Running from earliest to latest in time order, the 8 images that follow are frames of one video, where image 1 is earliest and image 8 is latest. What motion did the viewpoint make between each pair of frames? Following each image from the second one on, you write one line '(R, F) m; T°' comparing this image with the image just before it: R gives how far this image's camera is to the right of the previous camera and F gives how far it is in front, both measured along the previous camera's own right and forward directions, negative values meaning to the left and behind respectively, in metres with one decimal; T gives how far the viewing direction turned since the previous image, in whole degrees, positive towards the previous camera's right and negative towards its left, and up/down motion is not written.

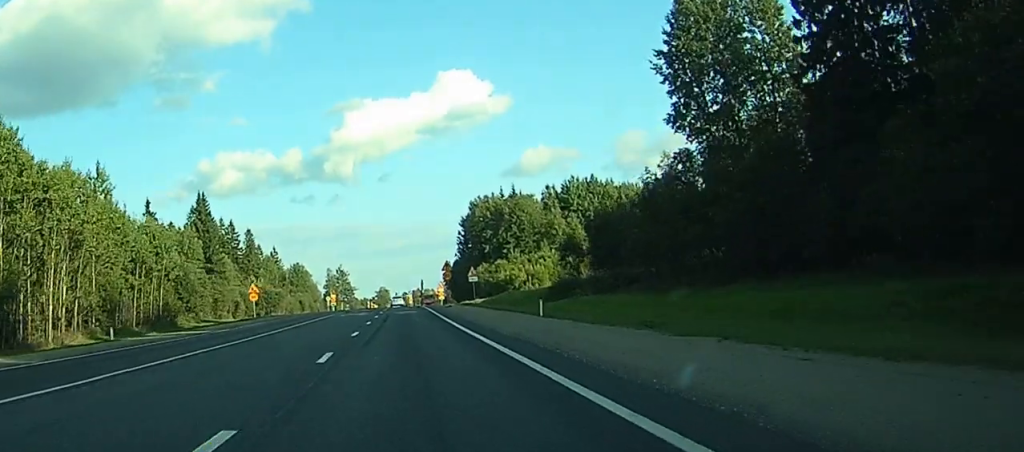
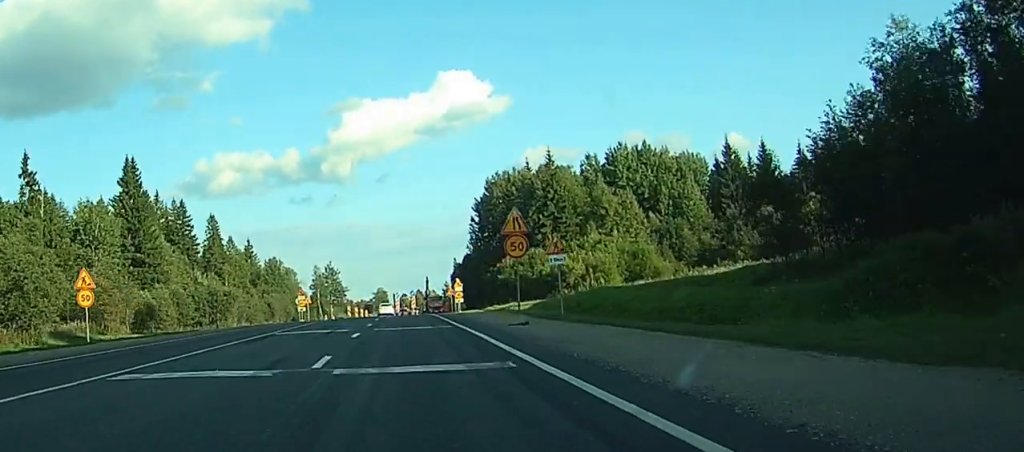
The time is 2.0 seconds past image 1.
(+0.1, +50.6) m; 0°
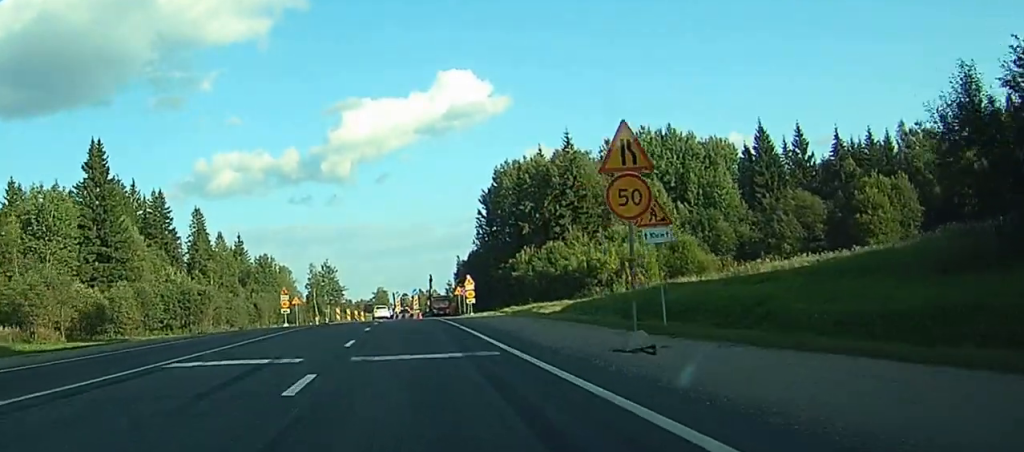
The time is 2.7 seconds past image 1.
(0.0, +17.8) m; 0°
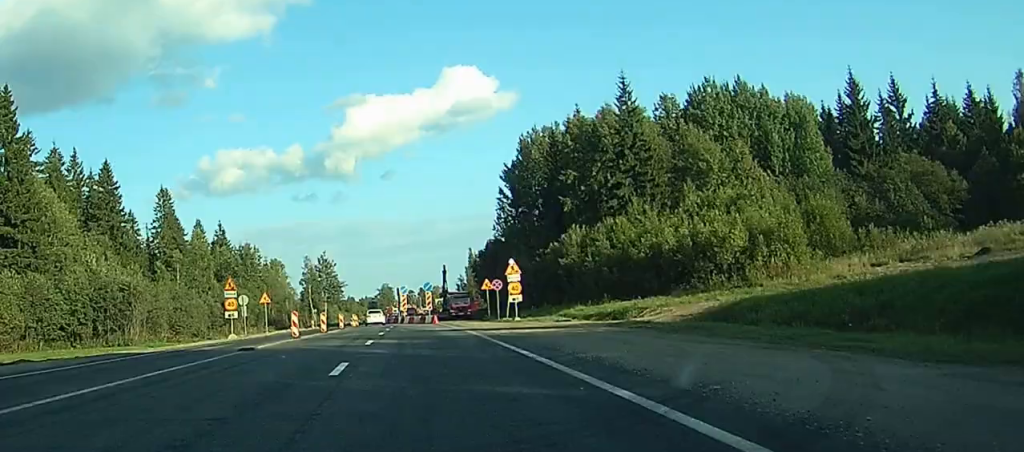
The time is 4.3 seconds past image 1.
(-0.2, +35.2) m; -1°
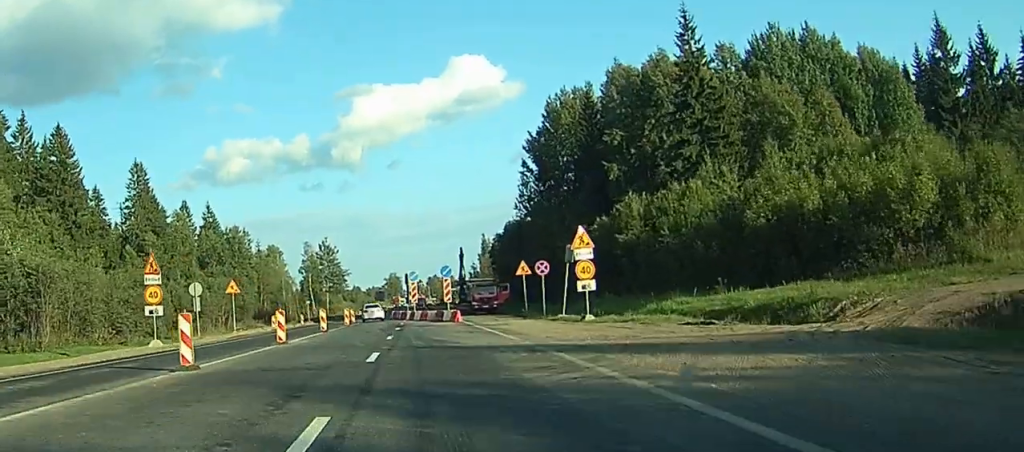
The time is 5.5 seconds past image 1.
(0.0, +22.7) m; 0°
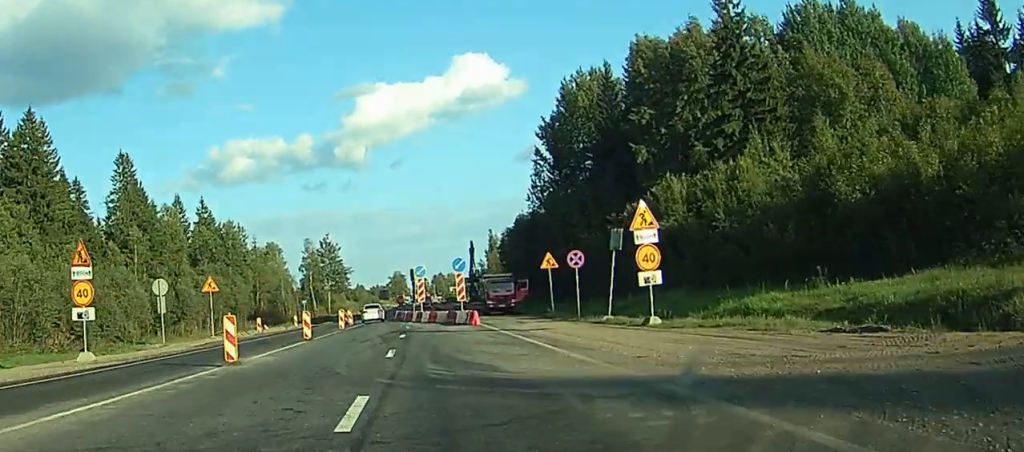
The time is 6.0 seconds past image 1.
(-0.1, +9.9) m; 0°
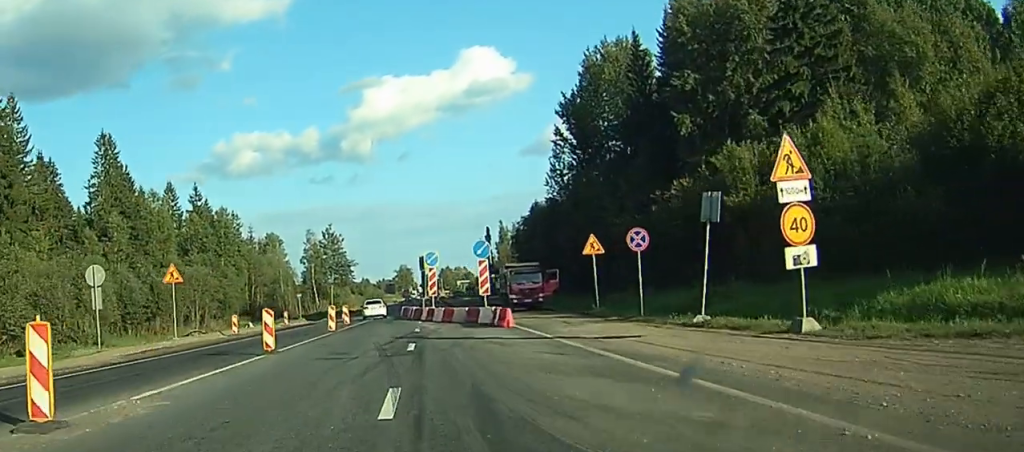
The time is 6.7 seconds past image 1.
(-0.1, +11.7) m; +1°
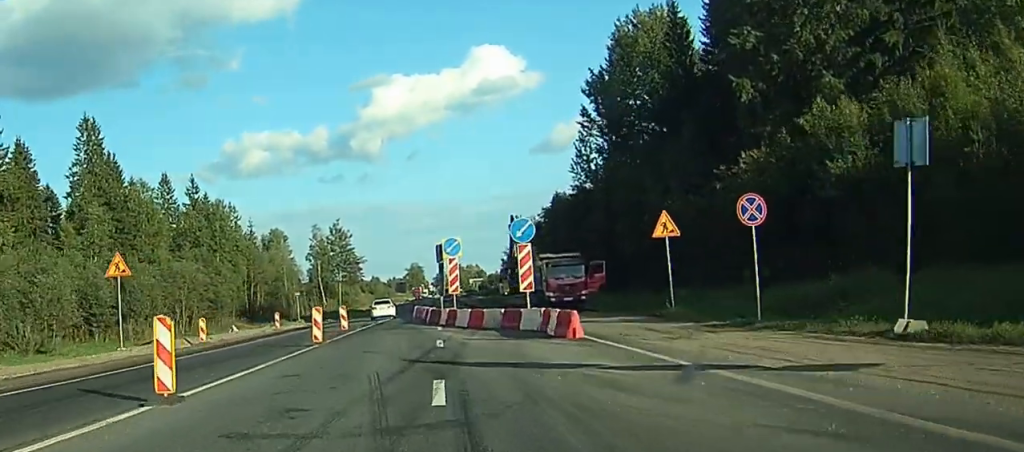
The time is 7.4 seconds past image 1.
(-0.1, +10.8) m; +4°
